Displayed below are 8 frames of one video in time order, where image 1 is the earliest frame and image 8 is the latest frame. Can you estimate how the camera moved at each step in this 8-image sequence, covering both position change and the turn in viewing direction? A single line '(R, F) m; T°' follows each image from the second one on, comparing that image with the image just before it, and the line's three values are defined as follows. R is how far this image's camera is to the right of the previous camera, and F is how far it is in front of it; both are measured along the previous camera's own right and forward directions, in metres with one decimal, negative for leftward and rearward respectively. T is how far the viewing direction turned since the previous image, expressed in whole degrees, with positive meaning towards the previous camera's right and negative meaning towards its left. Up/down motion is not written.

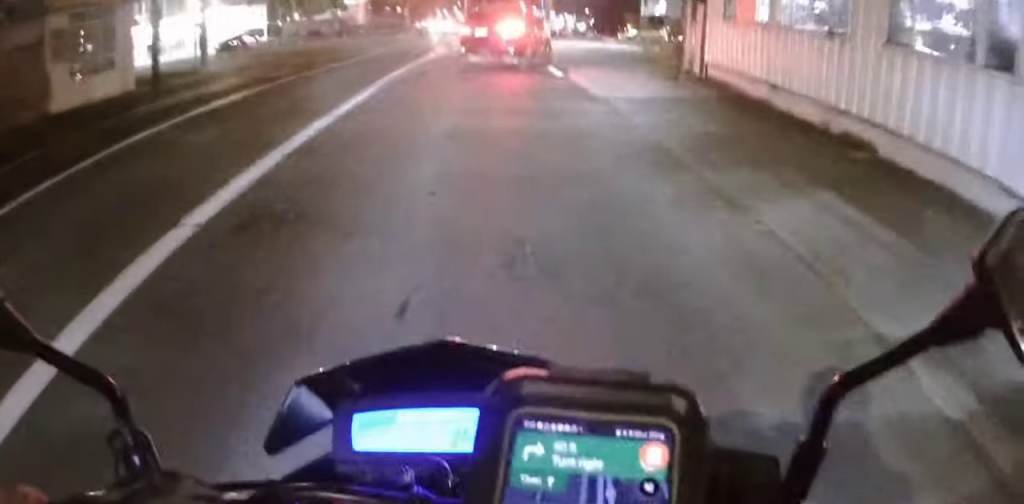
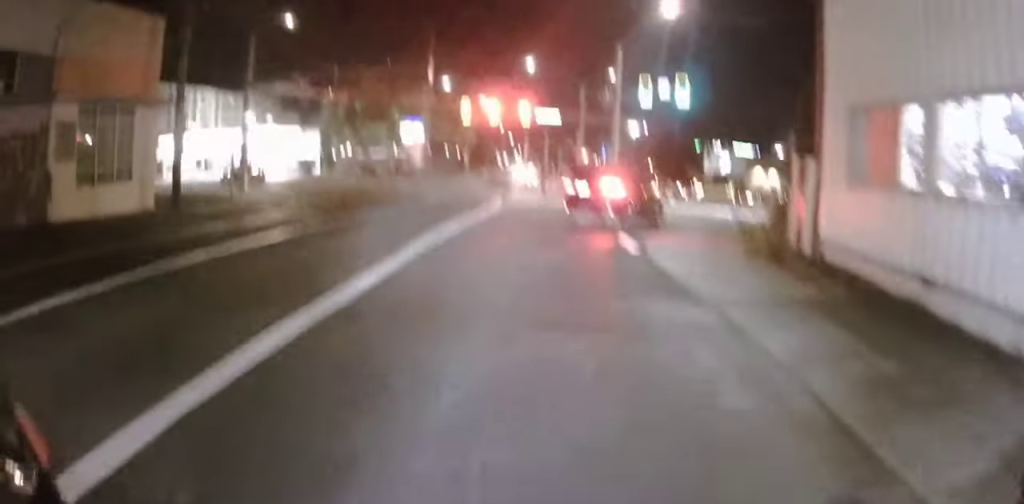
(+0.1, +3.5) m; -2°
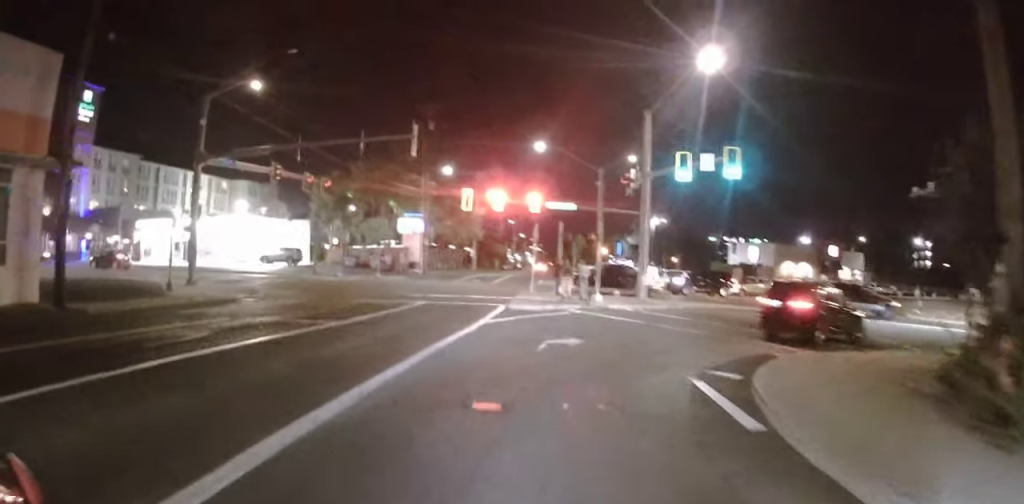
(-0.3, +7.5) m; +1°
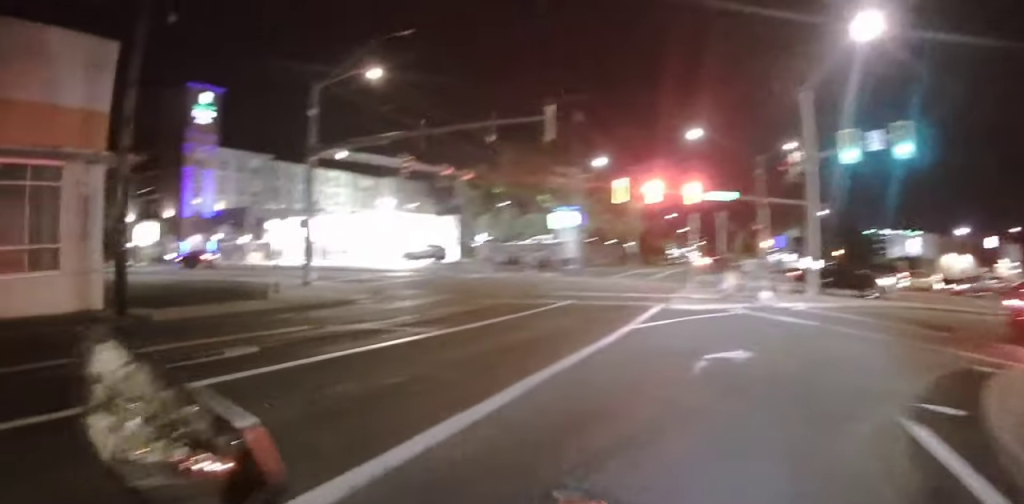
(+0.1, +2.8) m; +2°
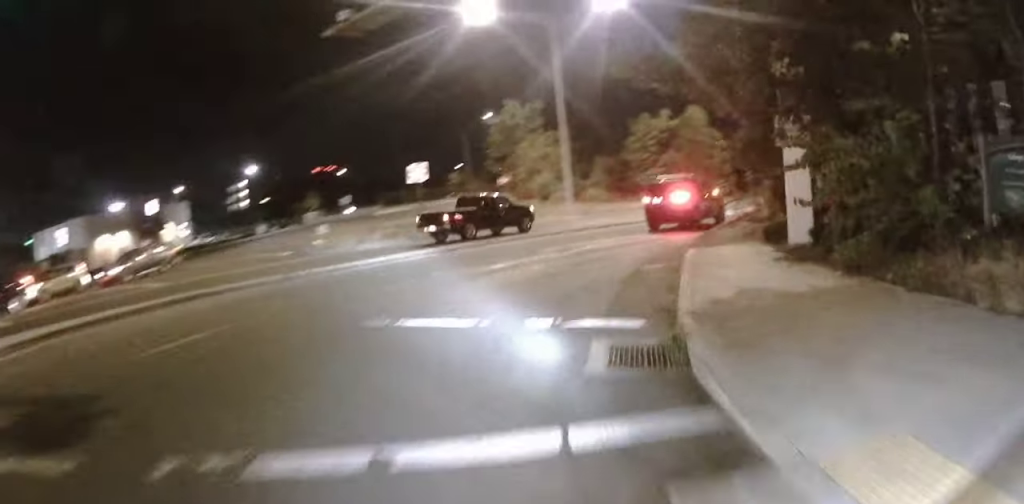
(+2.4, +13.1) m; +19°
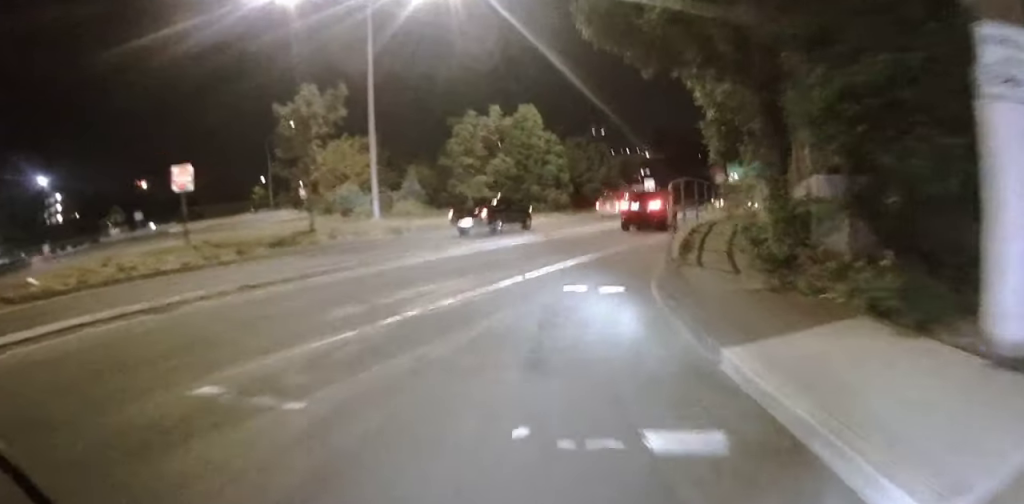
(+0.2, +7.8) m; +11°
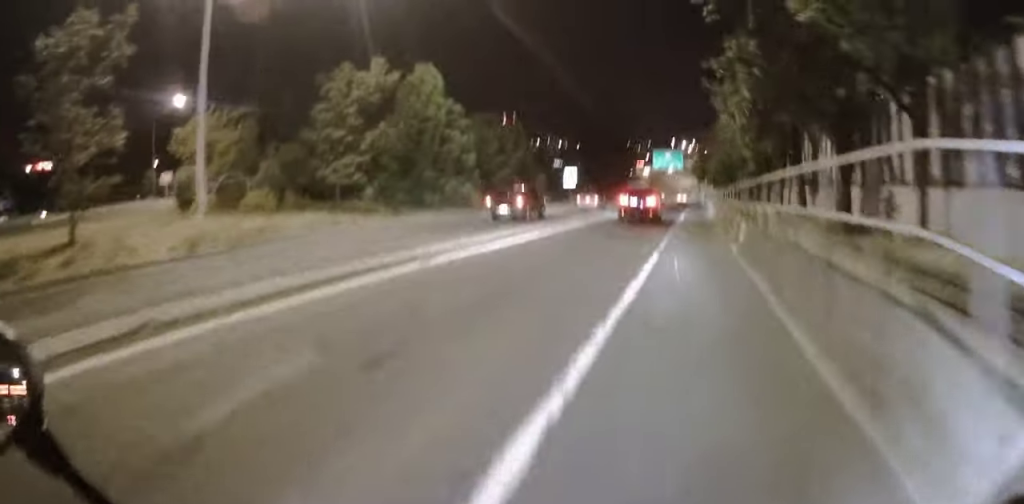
(+1.9, +8.9) m; +25°
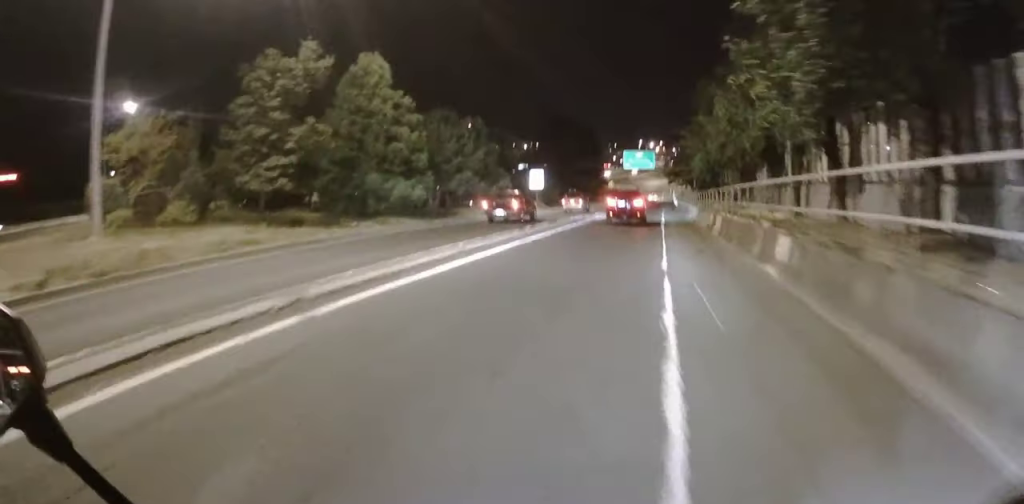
(+0.2, +3.7) m; +9°
